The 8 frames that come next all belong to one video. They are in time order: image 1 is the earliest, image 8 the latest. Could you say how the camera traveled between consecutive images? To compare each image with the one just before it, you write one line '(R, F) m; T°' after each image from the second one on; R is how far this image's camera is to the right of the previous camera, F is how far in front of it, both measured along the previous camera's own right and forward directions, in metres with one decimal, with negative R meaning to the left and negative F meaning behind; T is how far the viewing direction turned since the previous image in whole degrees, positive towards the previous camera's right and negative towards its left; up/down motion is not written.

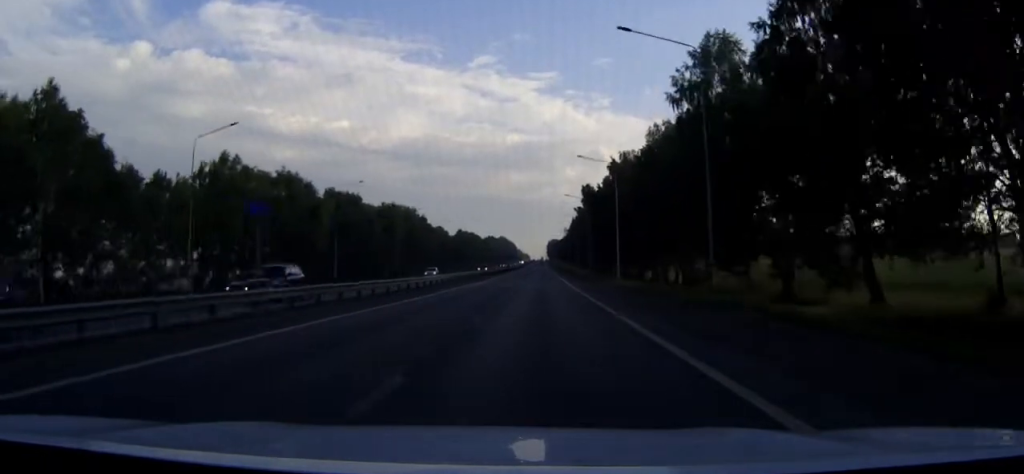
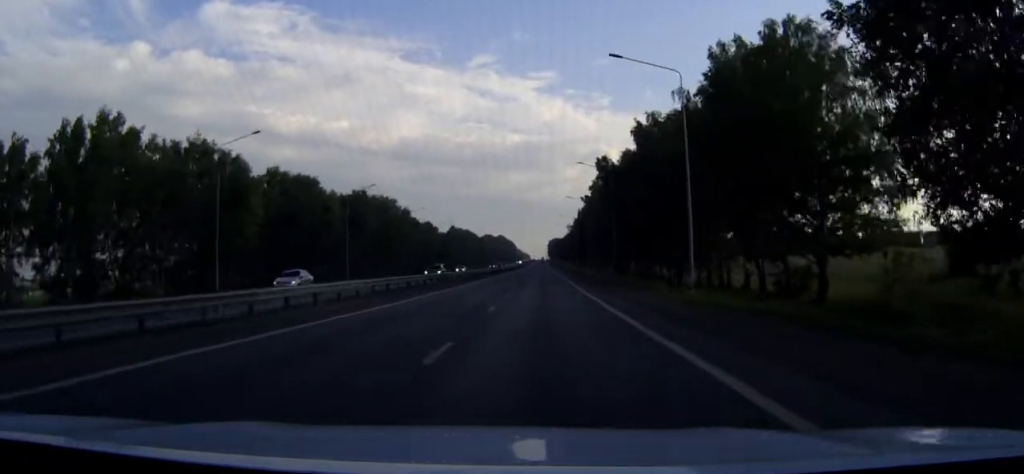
(0.0, +30.6) m; 0°
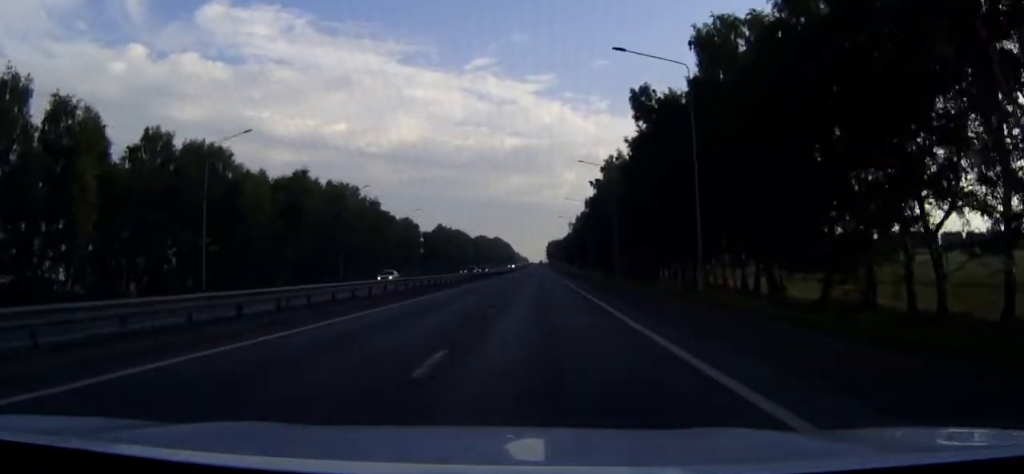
(0.0, +36.7) m; 0°
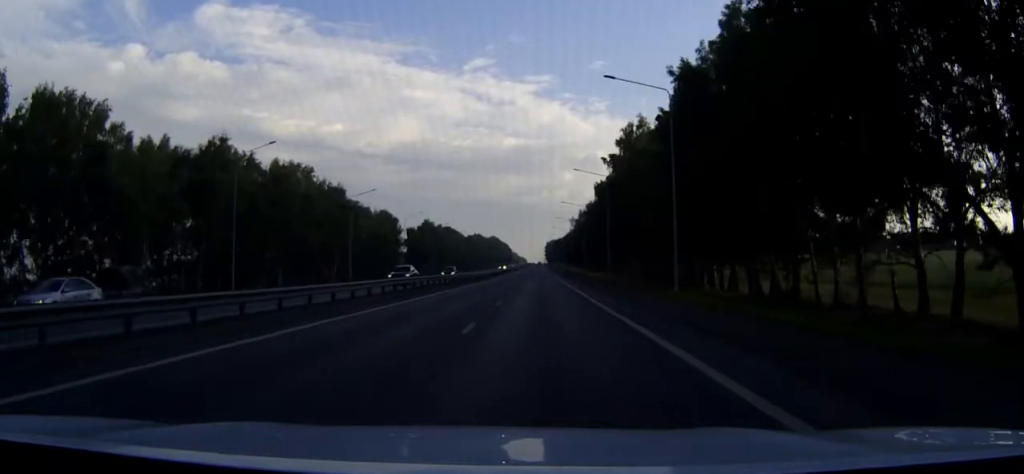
(0.0, +29.7) m; 0°
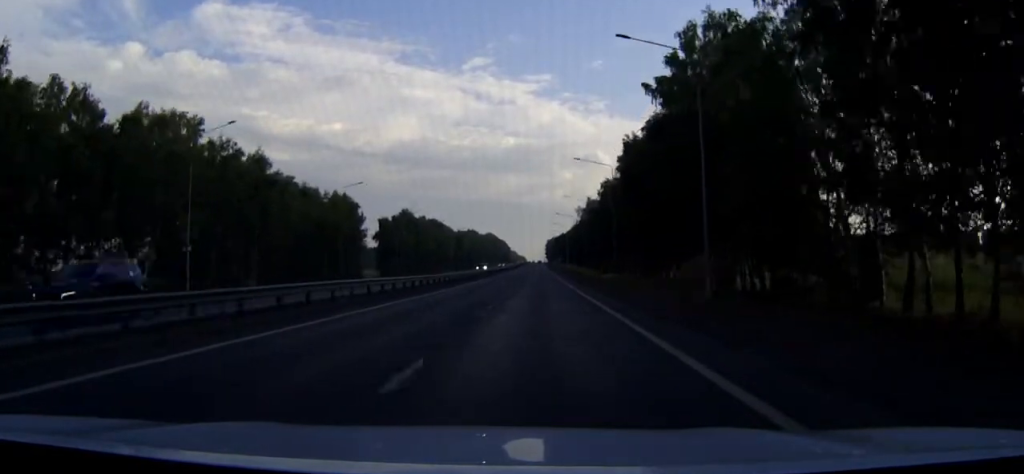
(0.0, +41.9) m; 0°
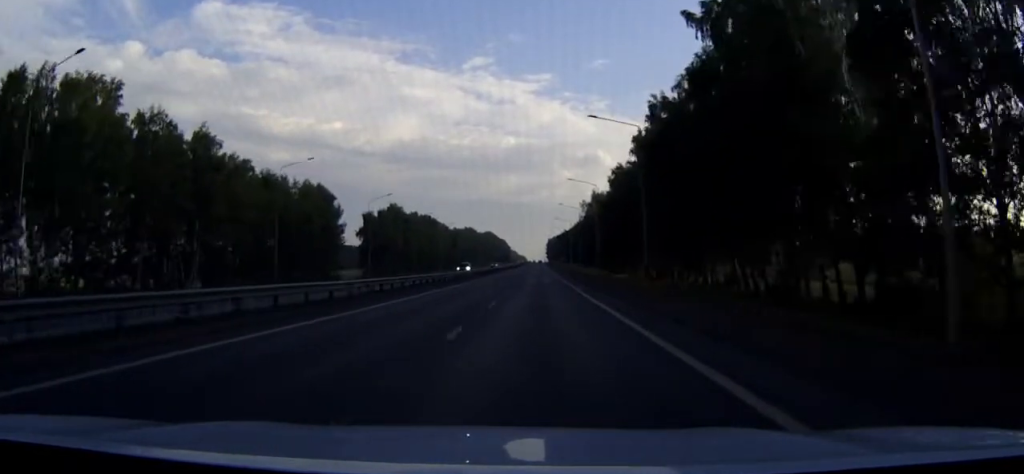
(0.0, +18.3) m; 0°
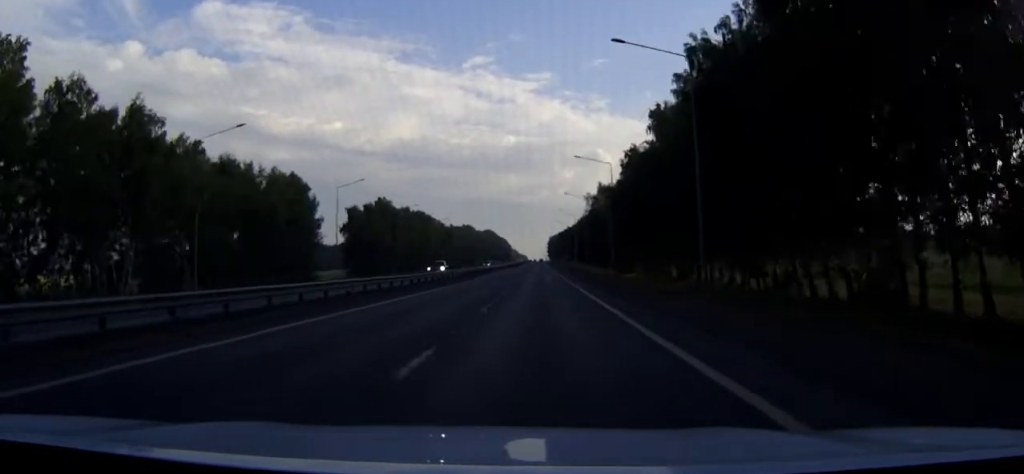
(0.0, +15.7) m; 0°
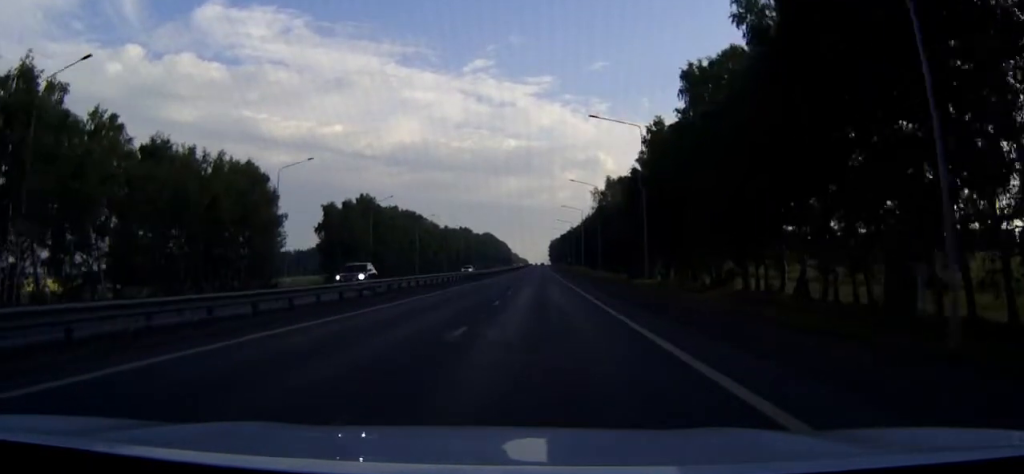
(0.0, +19.2) m; 0°
